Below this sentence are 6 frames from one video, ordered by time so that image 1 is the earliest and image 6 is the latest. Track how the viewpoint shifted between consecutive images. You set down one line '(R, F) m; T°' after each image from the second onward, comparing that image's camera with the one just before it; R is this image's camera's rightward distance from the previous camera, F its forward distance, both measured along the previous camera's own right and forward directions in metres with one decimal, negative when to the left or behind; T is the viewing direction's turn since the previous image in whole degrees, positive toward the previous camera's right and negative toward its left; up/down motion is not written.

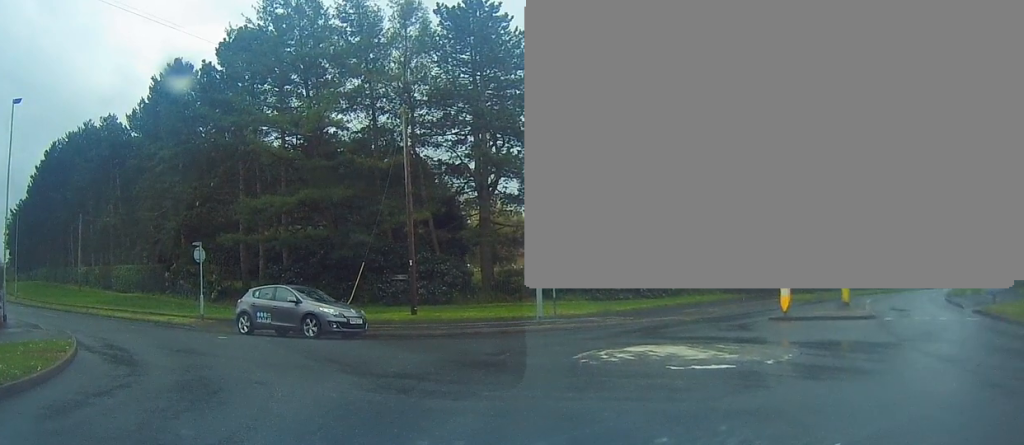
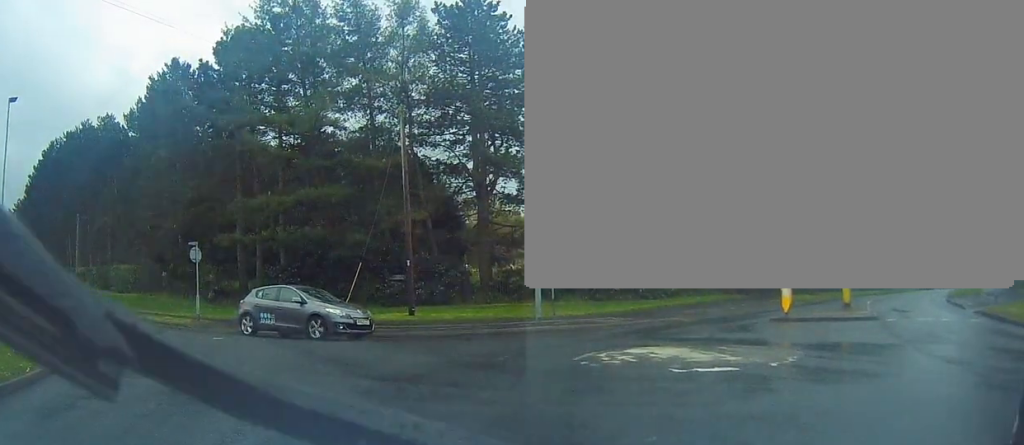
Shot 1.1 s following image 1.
(0.0, 0.0) m; 0°
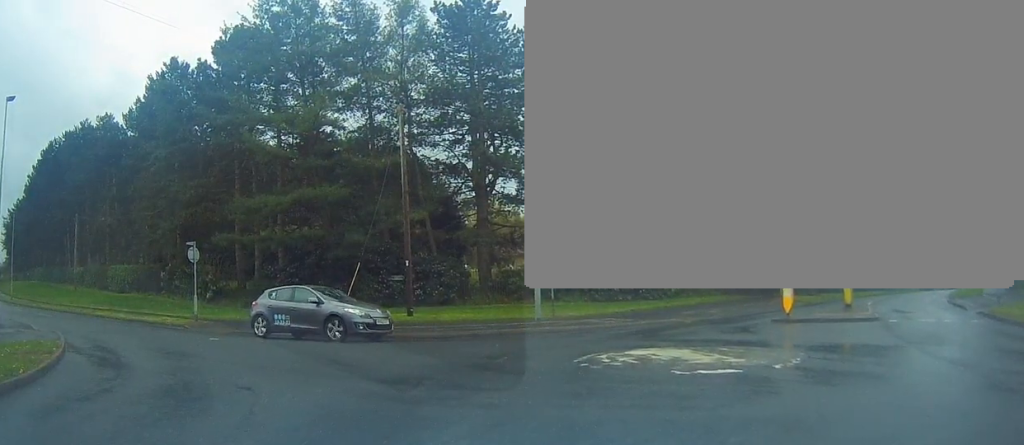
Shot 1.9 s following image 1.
(0.0, 0.0) m; 0°
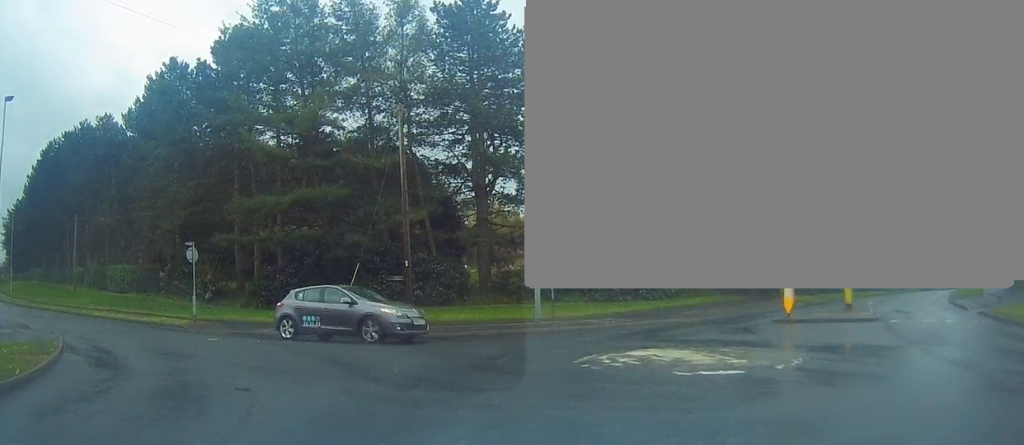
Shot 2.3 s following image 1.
(0.0, 0.0) m; 0°
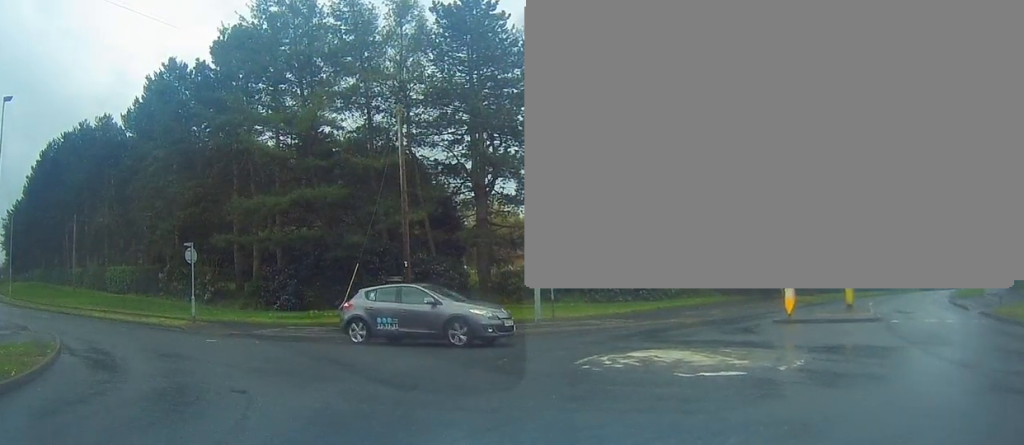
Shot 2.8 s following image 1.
(0.0, 0.0) m; 0°
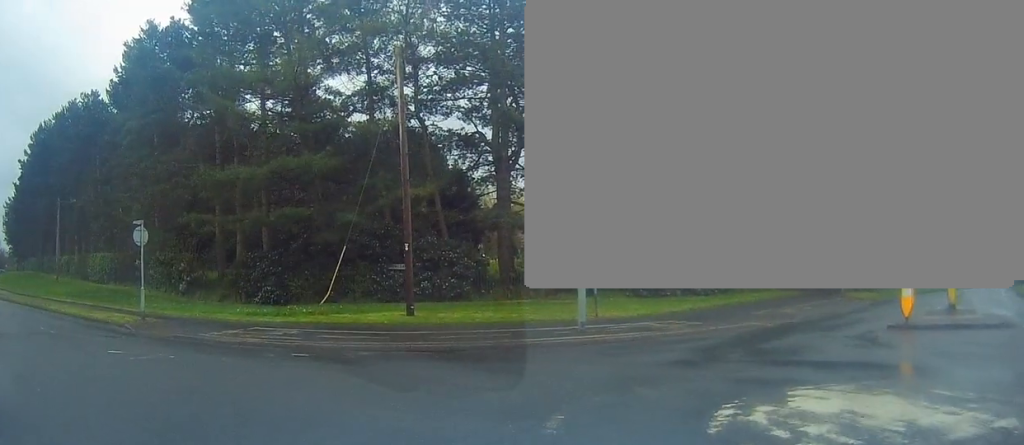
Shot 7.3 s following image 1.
(-0.7, +4.6) m; -4°
